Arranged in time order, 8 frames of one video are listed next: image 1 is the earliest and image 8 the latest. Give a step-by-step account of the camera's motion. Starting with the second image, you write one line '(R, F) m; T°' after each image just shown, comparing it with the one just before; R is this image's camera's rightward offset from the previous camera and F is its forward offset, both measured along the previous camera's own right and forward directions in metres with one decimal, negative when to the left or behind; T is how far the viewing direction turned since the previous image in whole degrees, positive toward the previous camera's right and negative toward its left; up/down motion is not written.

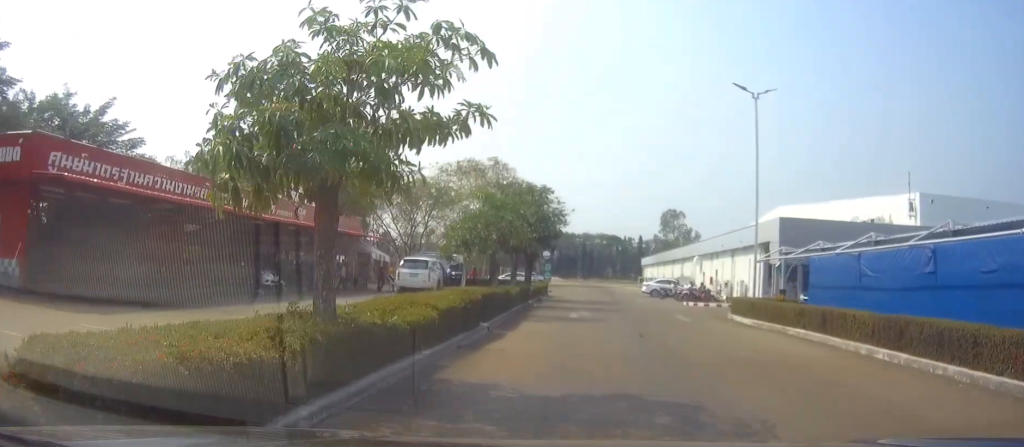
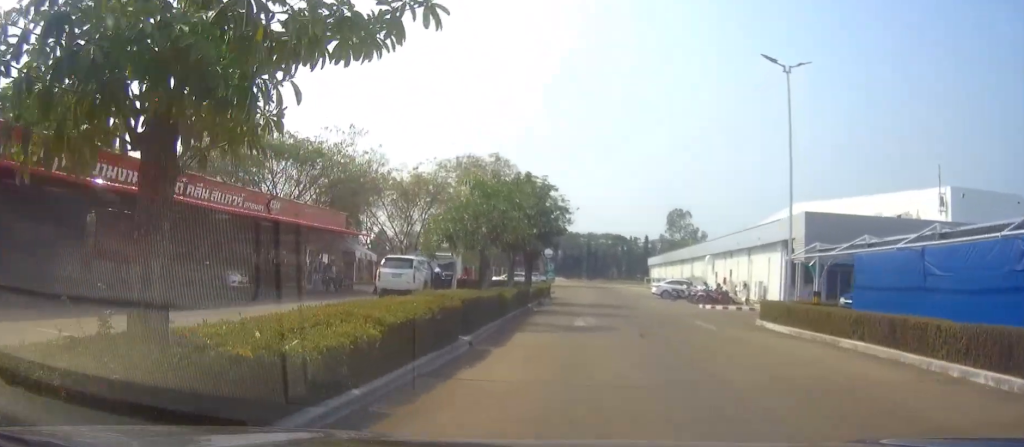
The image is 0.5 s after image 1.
(-0.1, +3.4) m; -1°
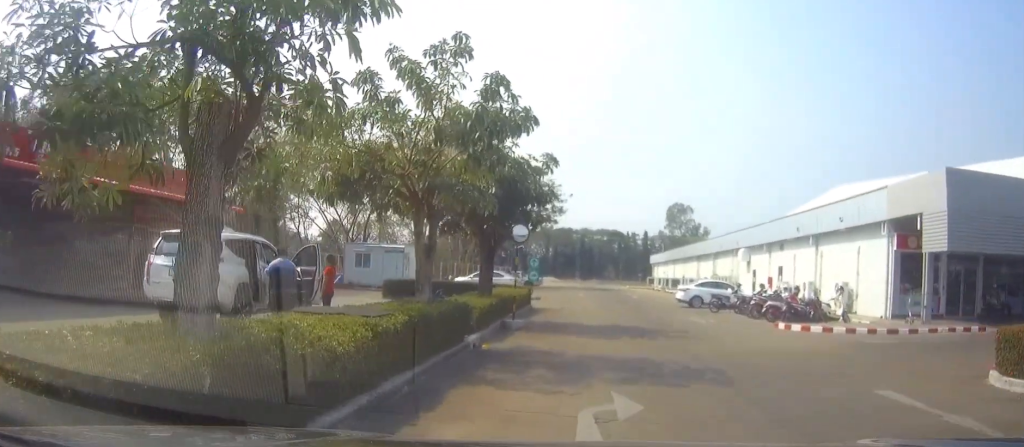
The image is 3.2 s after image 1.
(-0.4, +15.7) m; 0°
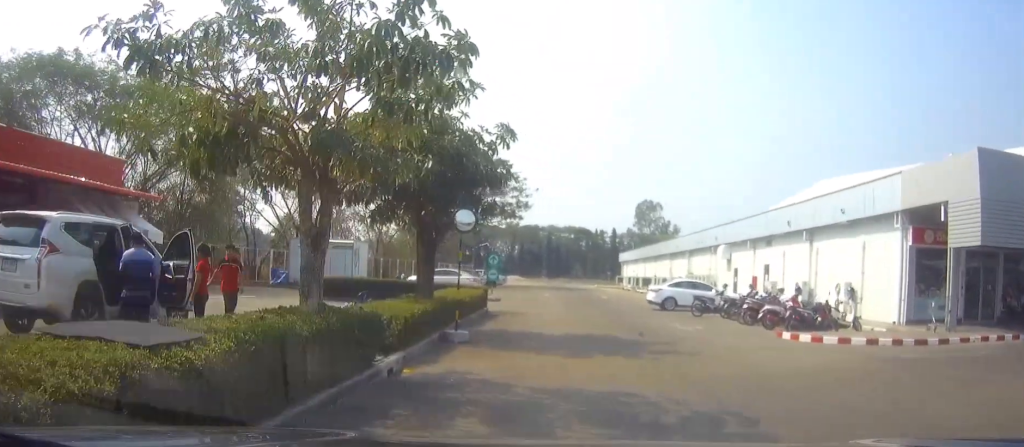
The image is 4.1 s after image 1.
(+0.1, +4.2) m; +6°
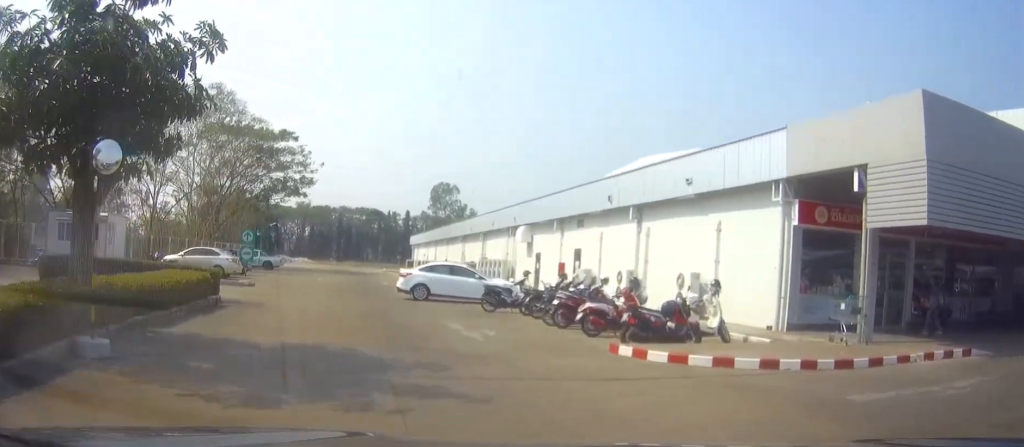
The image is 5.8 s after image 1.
(+0.7, +6.6) m; +13°
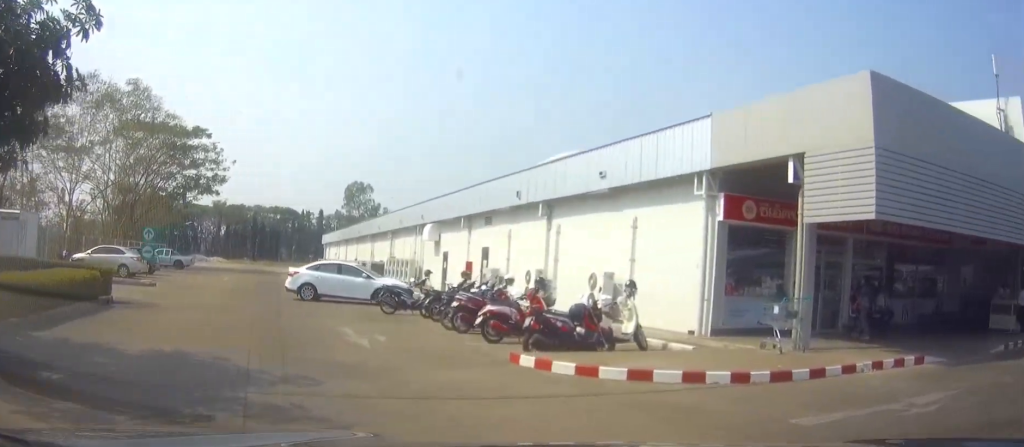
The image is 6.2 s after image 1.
(-0.1, +1.5) m; +5°
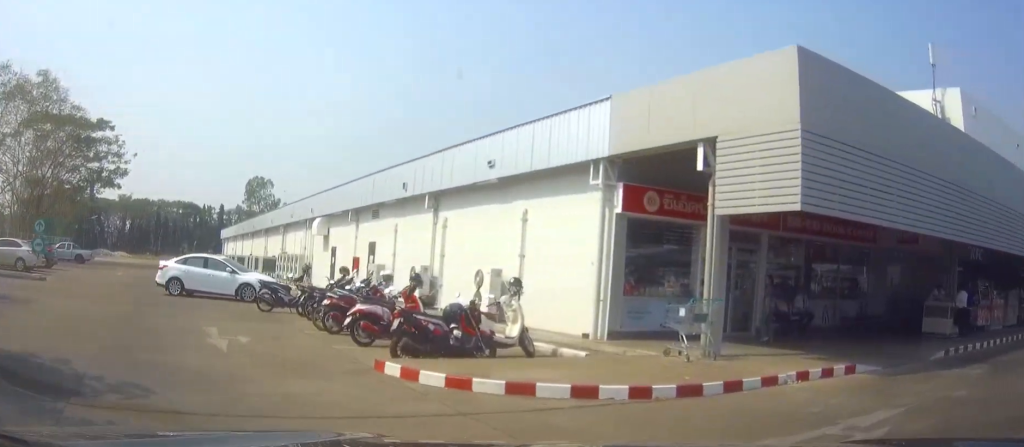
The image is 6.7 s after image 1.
(+0.2, +1.6) m; +10°
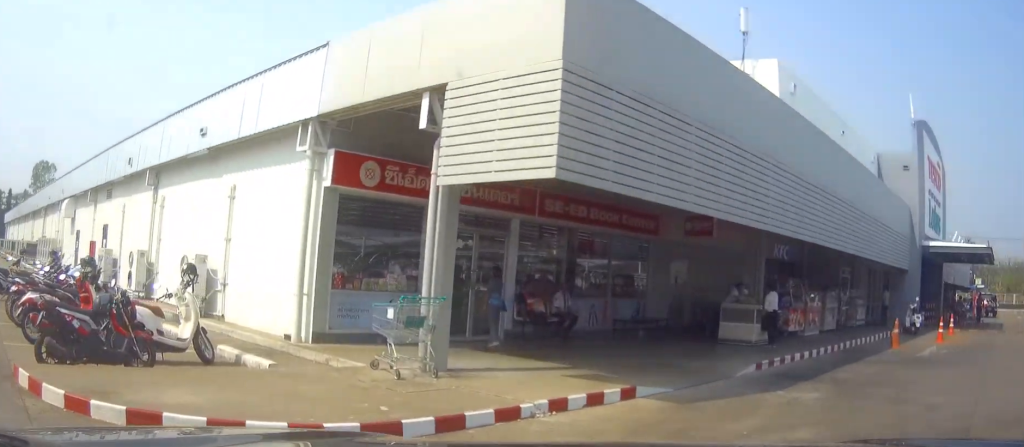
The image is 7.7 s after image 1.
(+0.5, +2.8) m; +23°
